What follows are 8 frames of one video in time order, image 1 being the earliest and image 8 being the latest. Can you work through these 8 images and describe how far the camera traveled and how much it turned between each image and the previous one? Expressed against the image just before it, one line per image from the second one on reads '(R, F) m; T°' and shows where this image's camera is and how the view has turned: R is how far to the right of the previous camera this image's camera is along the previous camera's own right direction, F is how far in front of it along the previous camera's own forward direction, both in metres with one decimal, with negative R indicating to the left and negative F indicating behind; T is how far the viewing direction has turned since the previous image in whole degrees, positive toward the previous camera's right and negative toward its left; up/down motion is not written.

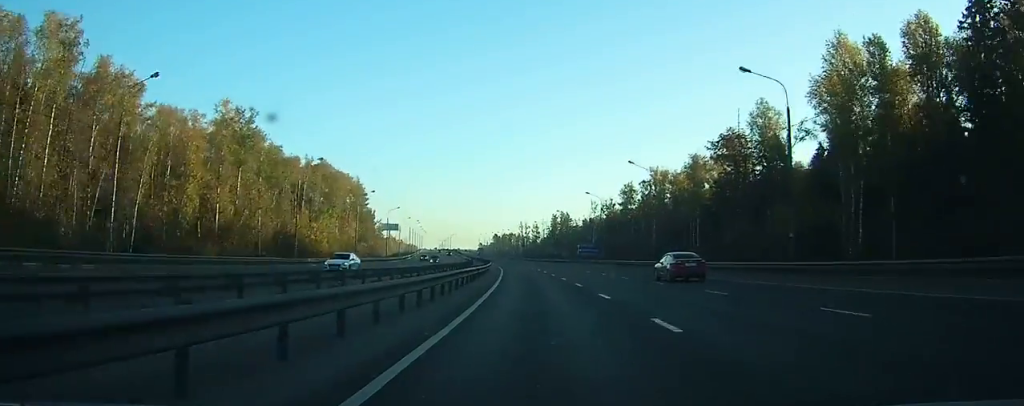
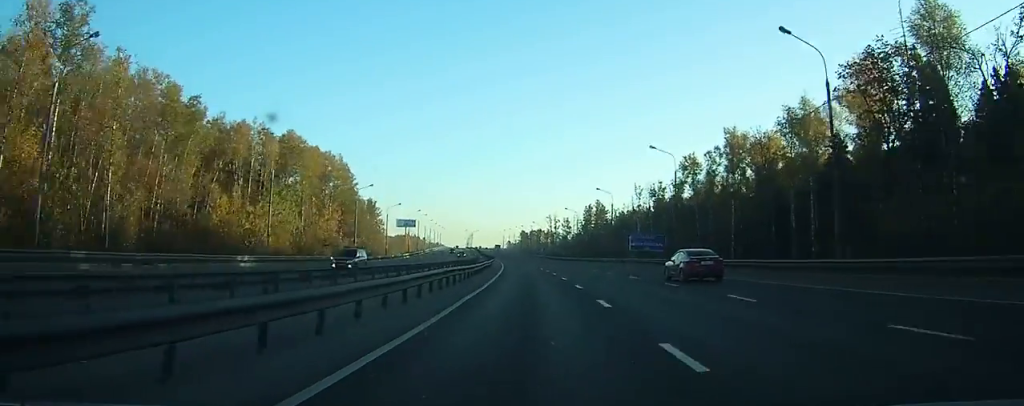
(-0.6, +35.3) m; -2°
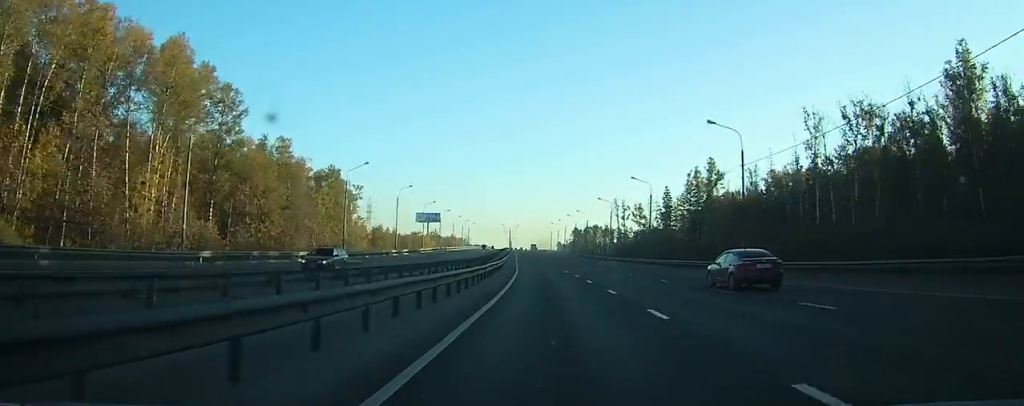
(-3.1, +75.1) m; -4°
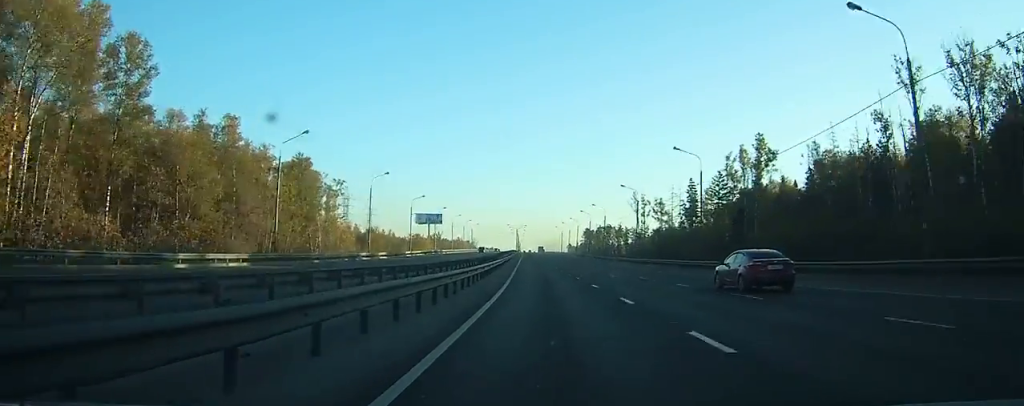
(0.0, +19.9) m; -1°
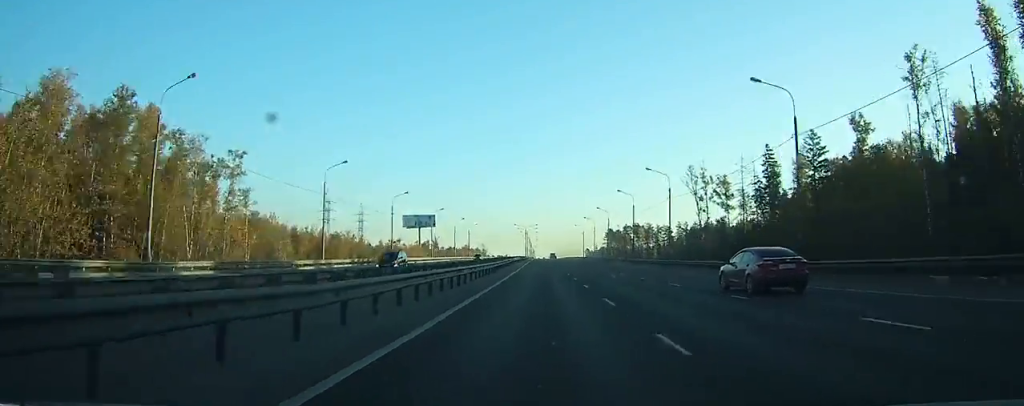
(-1.1, +48.5) m; -2°
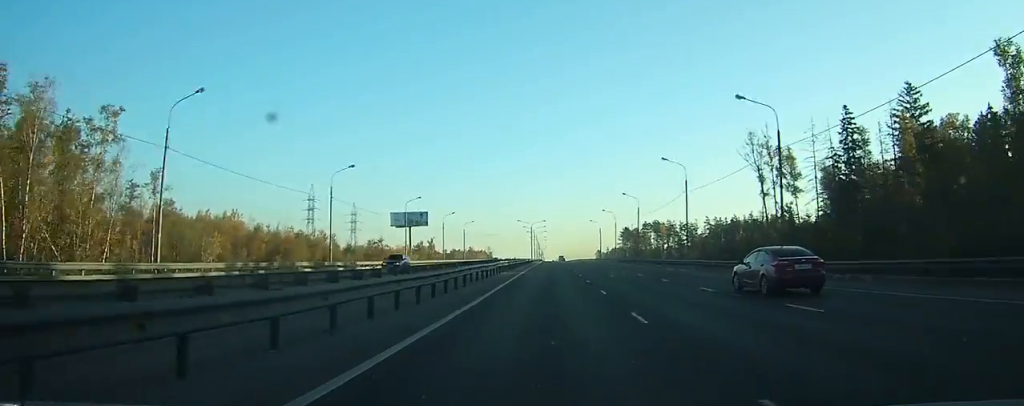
(-0.4, +28.6) m; -1°
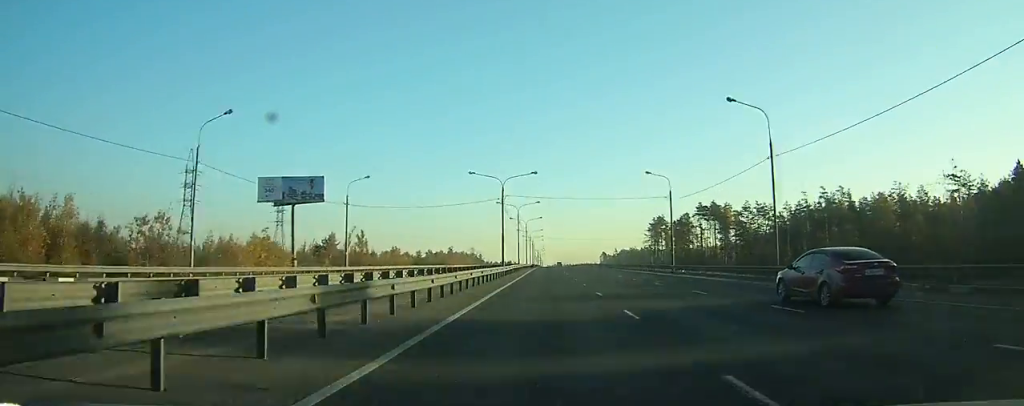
(-0.3, +88.4) m; 0°
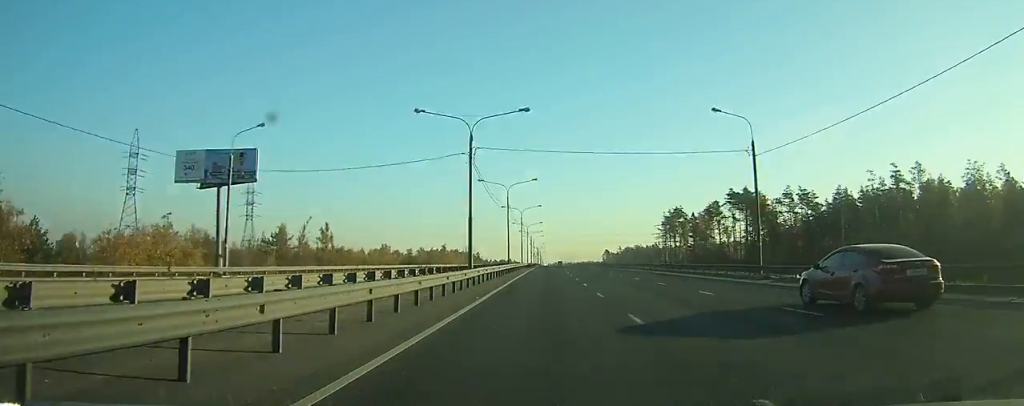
(0.0, +25.2) m; 0°
